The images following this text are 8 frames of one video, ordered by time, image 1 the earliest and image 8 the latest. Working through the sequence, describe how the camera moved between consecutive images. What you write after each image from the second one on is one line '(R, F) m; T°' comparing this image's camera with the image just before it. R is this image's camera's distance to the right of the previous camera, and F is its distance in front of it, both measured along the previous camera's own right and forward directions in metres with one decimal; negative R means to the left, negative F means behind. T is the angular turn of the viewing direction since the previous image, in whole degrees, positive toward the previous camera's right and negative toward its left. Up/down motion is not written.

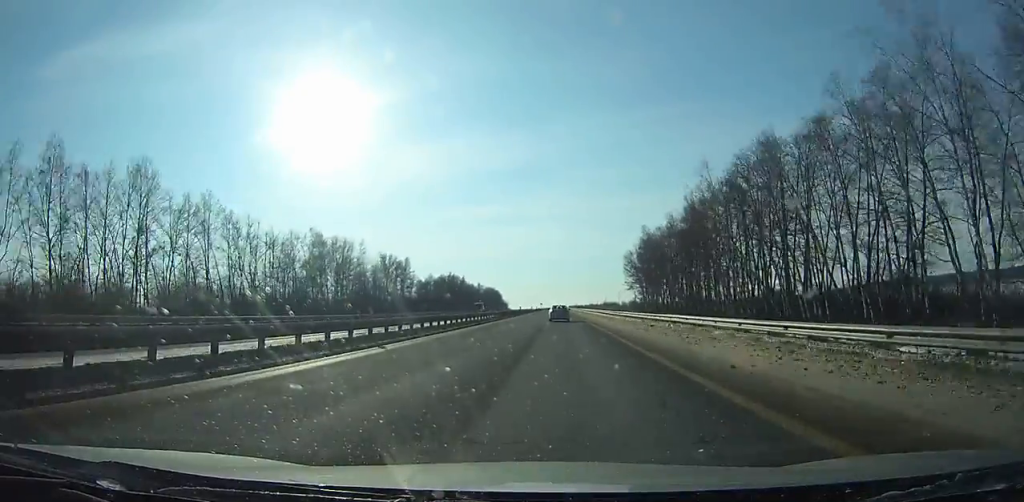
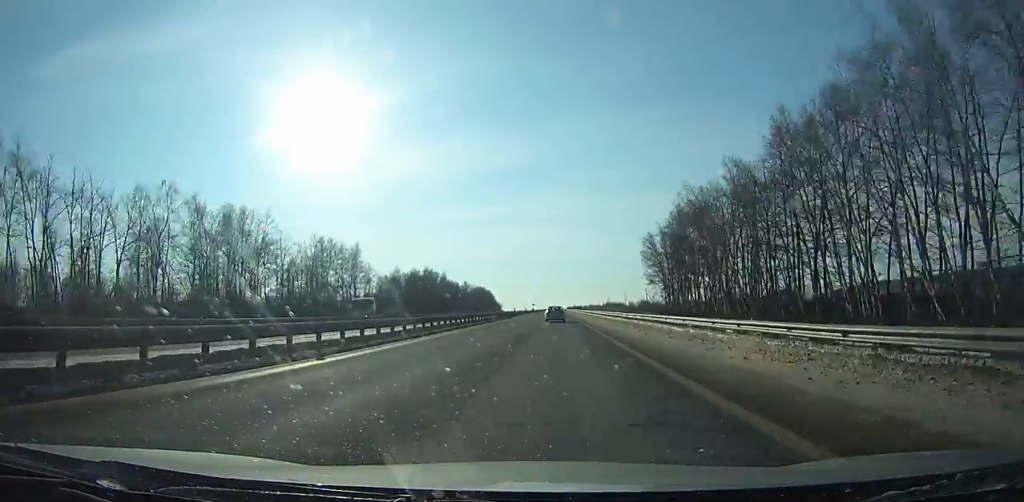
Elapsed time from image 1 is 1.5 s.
(0.0, +45.5) m; 0°
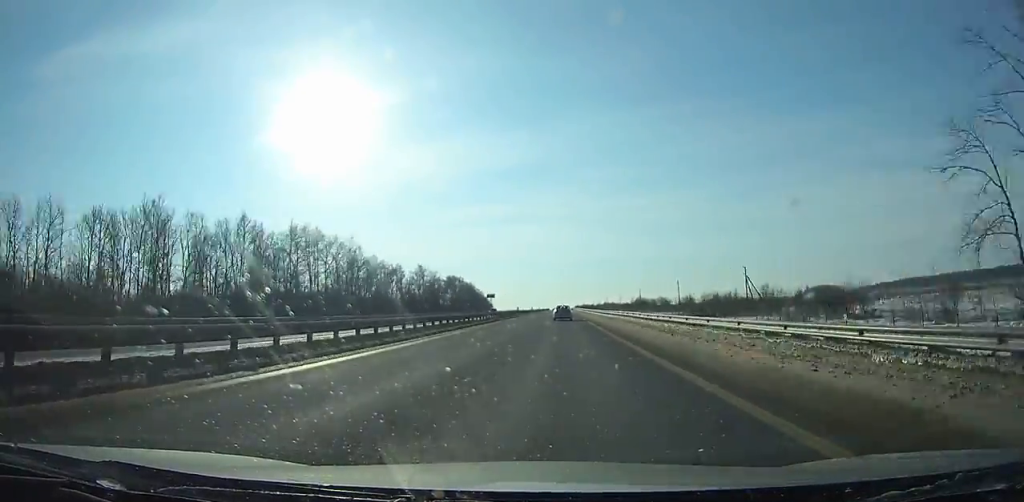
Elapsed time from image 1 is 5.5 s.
(-0.6, +121.7) m; 0°
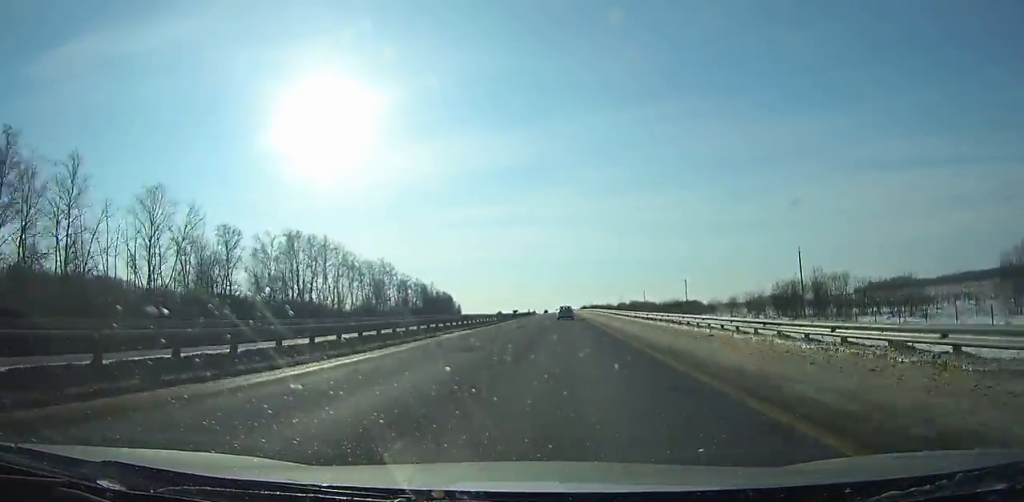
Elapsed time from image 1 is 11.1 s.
(+0.5, +172.9) m; 0°
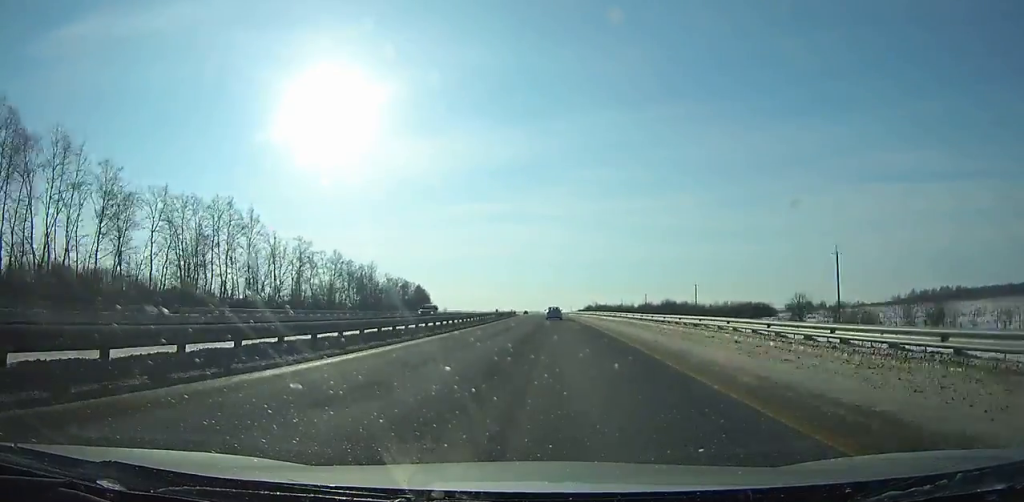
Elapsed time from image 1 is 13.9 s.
(0.0, +87.5) m; -1°
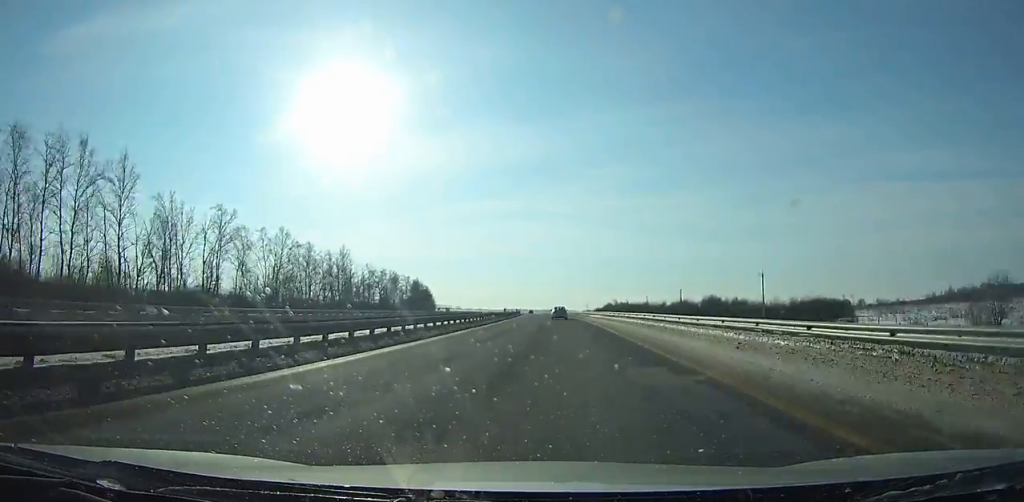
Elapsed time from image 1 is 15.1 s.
(+0.2, +37.6) m; -1°
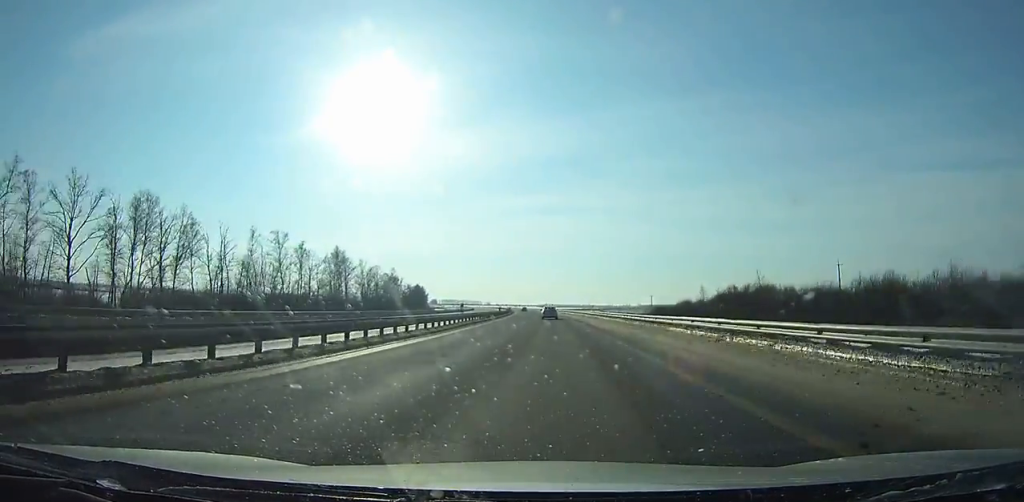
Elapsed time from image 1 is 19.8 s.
(-5.9, +149.5) m; -4°
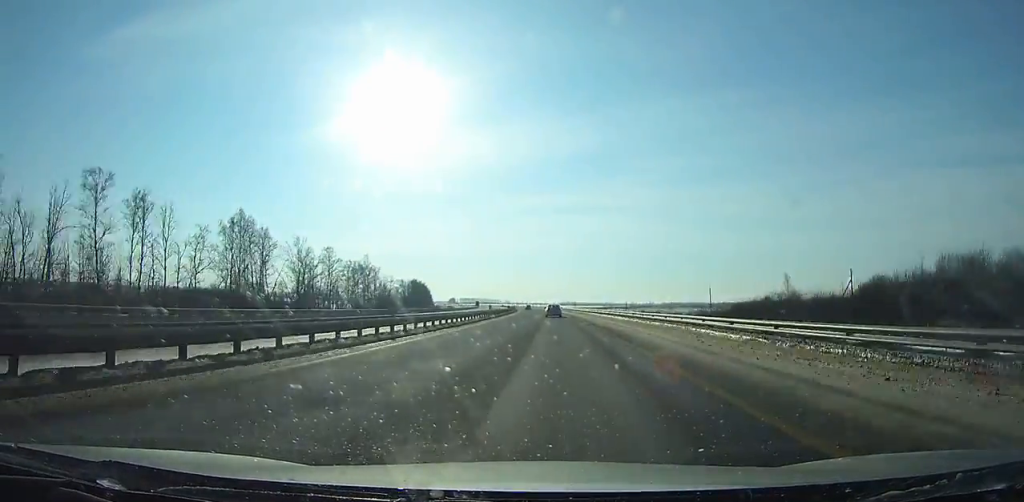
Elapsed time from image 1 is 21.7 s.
(-0.9, +61.1) m; -2°
